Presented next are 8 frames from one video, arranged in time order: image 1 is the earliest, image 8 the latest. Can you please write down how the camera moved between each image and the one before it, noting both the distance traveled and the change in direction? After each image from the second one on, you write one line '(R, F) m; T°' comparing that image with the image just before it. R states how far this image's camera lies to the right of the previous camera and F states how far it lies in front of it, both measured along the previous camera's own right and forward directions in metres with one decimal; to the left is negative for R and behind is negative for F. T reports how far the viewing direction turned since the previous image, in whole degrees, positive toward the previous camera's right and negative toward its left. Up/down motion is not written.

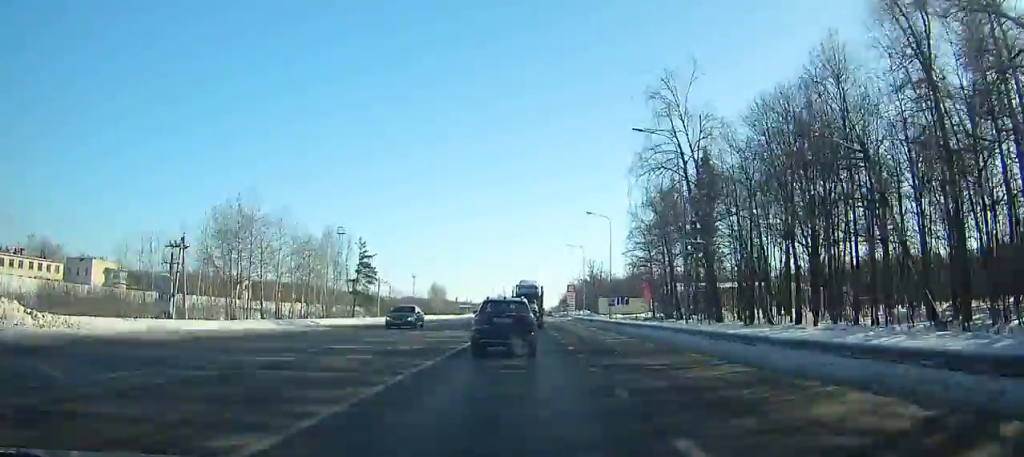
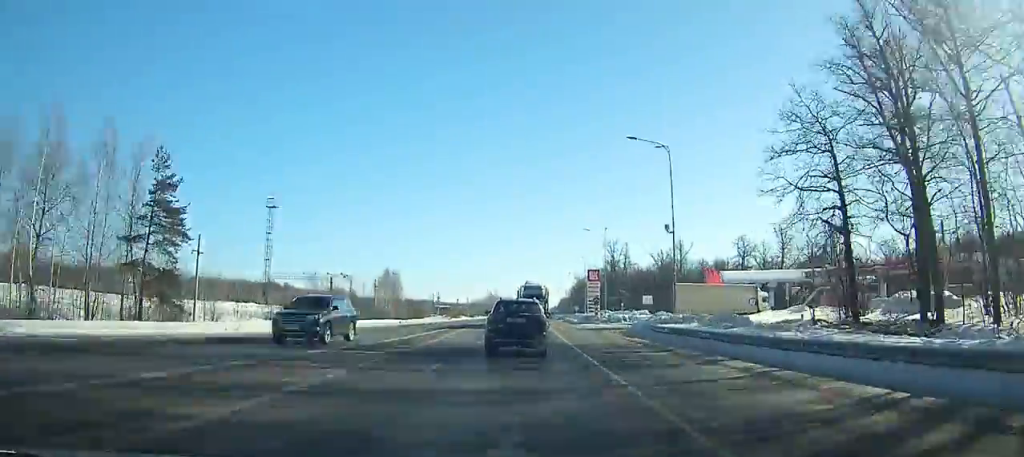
(+0.4, +58.3) m; 0°
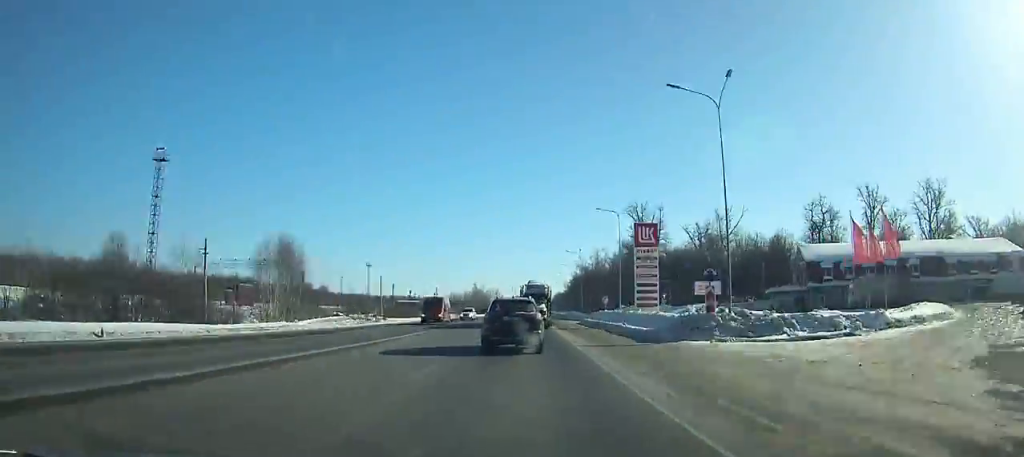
(0.0, +48.7) m; 0°
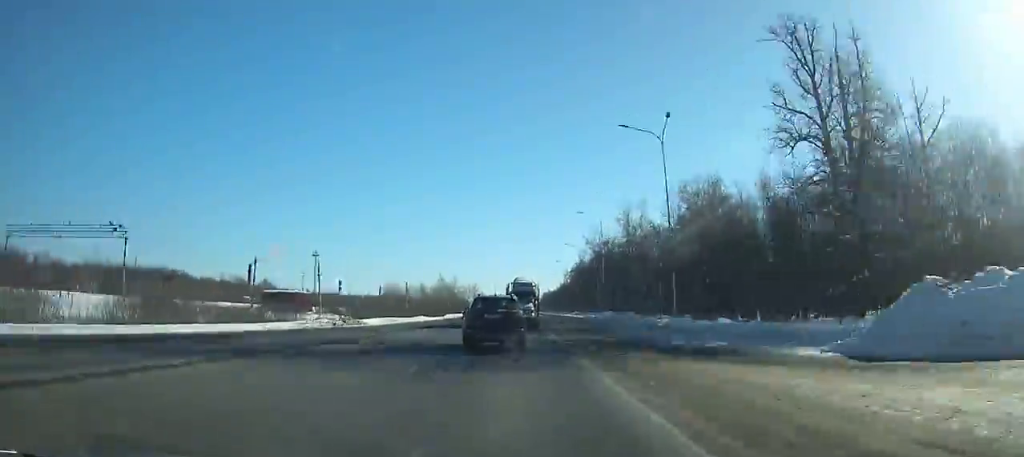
(+0.4, +70.4) m; +1°
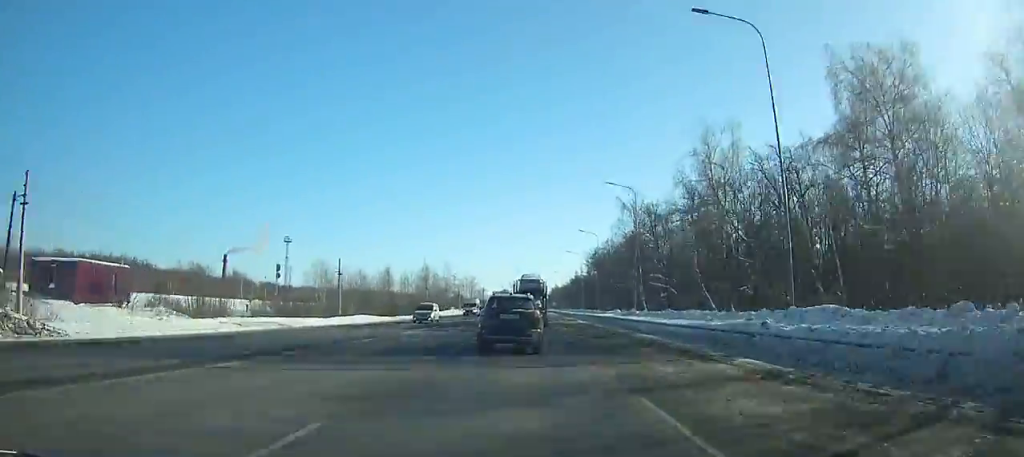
(+0.2, +42.6) m; 0°
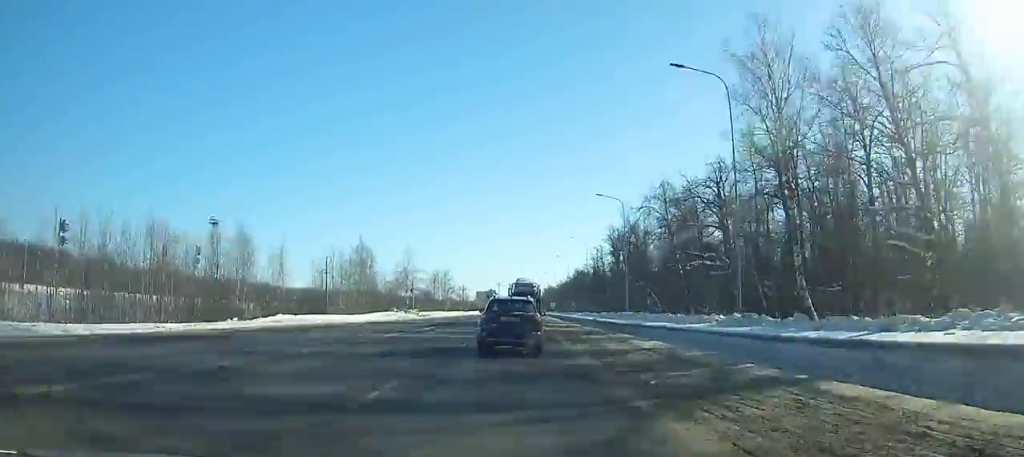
(+0.3, +56.4) m; +1°
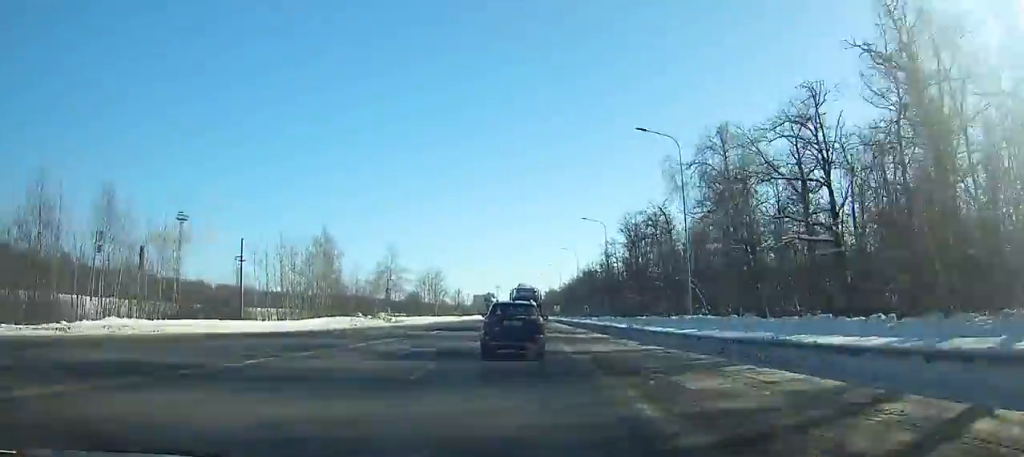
(0.0, +20.5) m; 0°
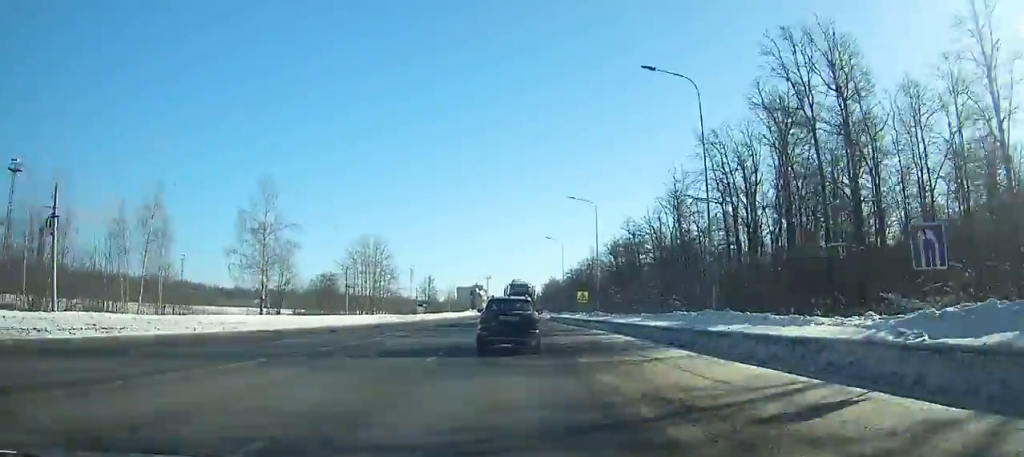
(+0.2, +67.8) m; 0°
